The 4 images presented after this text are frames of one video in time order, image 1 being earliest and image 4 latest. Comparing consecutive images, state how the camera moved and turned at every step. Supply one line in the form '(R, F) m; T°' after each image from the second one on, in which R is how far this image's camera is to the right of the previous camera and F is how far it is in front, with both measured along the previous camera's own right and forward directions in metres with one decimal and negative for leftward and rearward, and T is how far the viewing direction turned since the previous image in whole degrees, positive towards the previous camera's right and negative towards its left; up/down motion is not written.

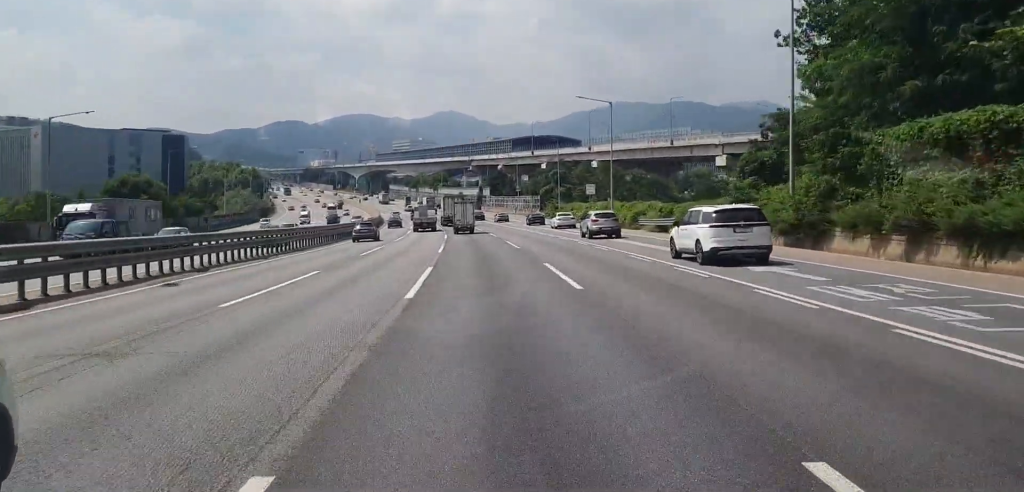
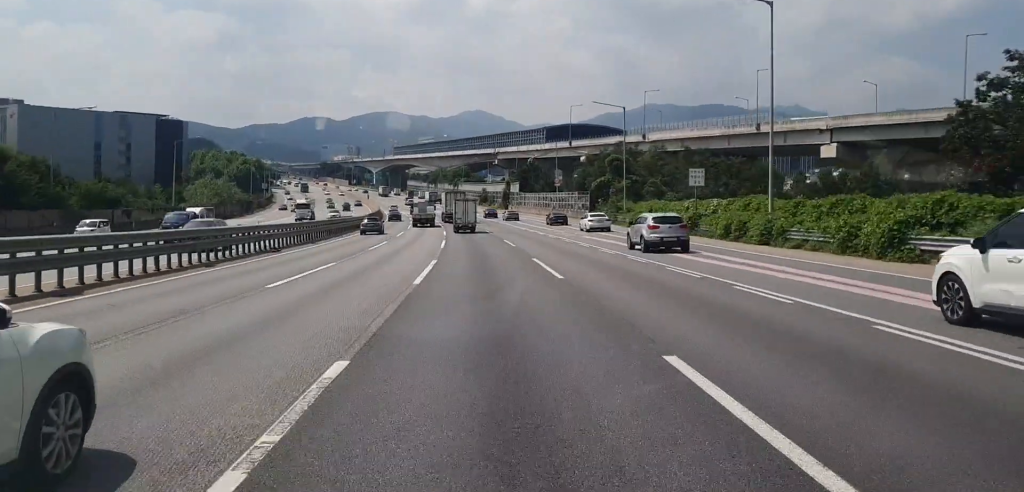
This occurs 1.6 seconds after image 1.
(0.0, +36.8) m; 0°
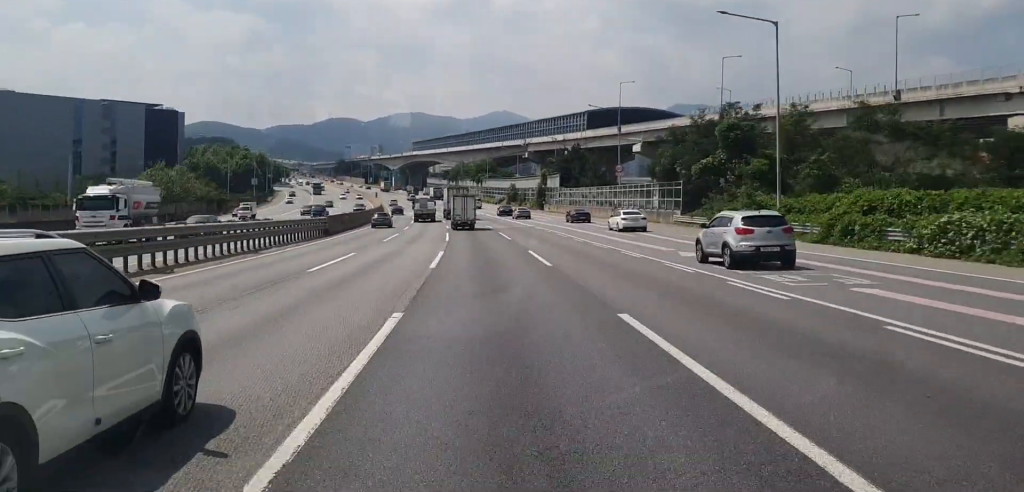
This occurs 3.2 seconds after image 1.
(-0.4, +35.7) m; -2°
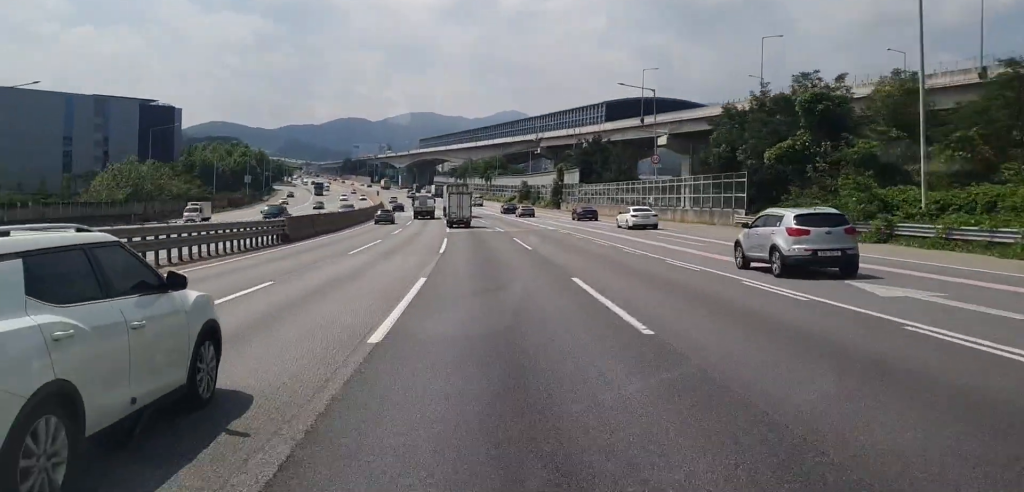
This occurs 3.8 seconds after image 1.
(-0.1, +13.7) m; -2°
